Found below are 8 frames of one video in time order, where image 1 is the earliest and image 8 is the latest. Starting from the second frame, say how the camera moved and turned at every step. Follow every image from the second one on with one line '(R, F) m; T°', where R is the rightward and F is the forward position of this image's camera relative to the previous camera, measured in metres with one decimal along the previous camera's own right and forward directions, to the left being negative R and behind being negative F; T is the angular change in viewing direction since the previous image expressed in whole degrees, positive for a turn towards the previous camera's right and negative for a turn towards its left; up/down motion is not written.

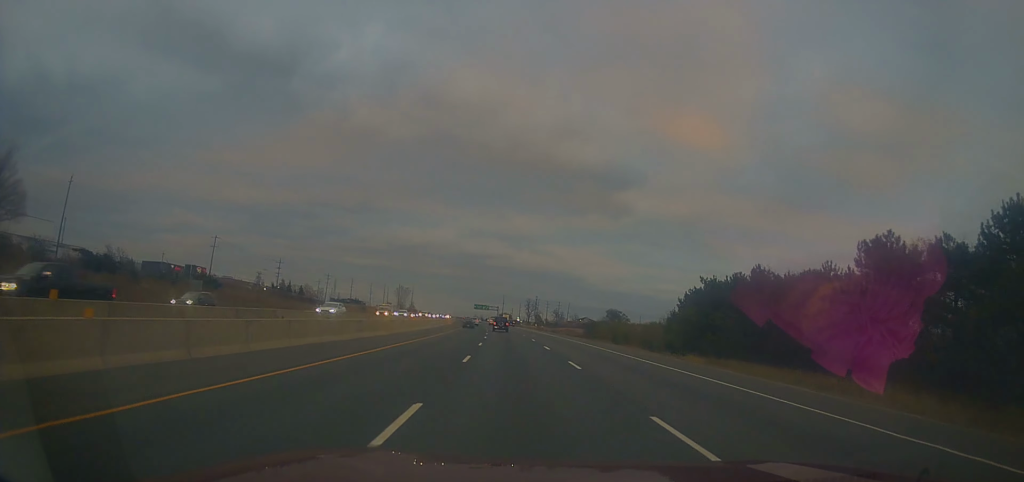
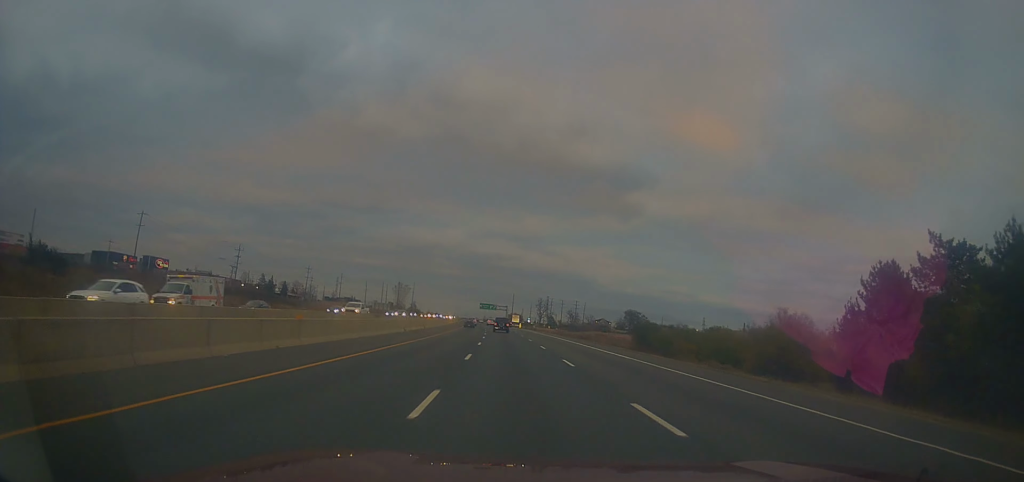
(+0.2, +34.9) m; +1°
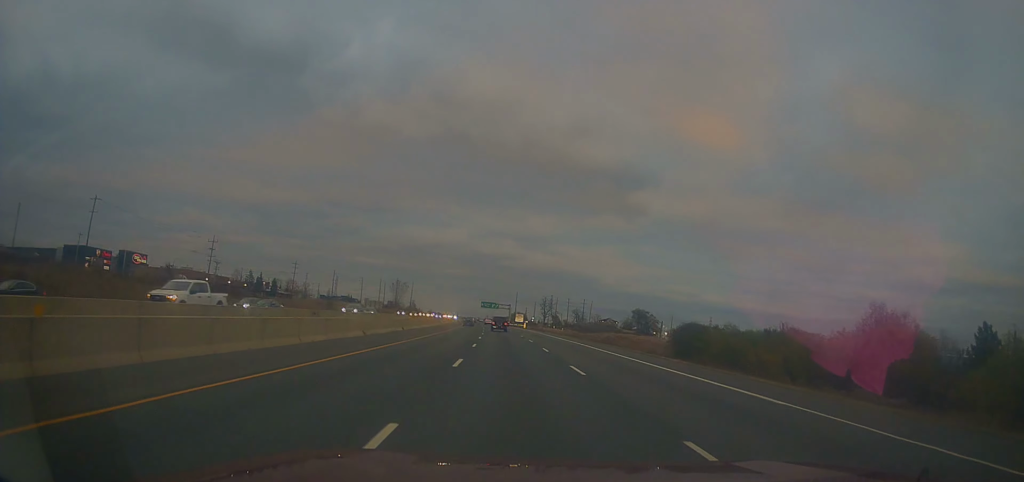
(+0.2, +15.6) m; 0°
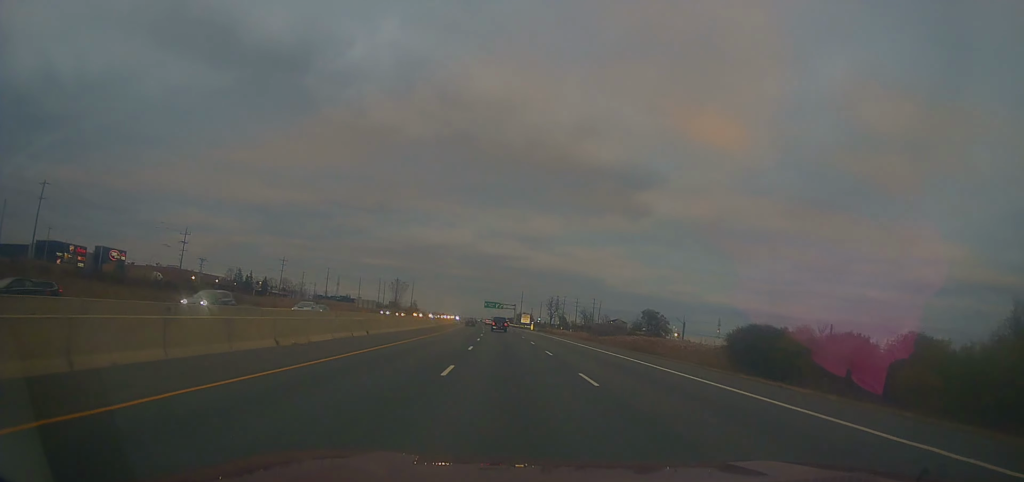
(-0.2, +14.8) m; -1°
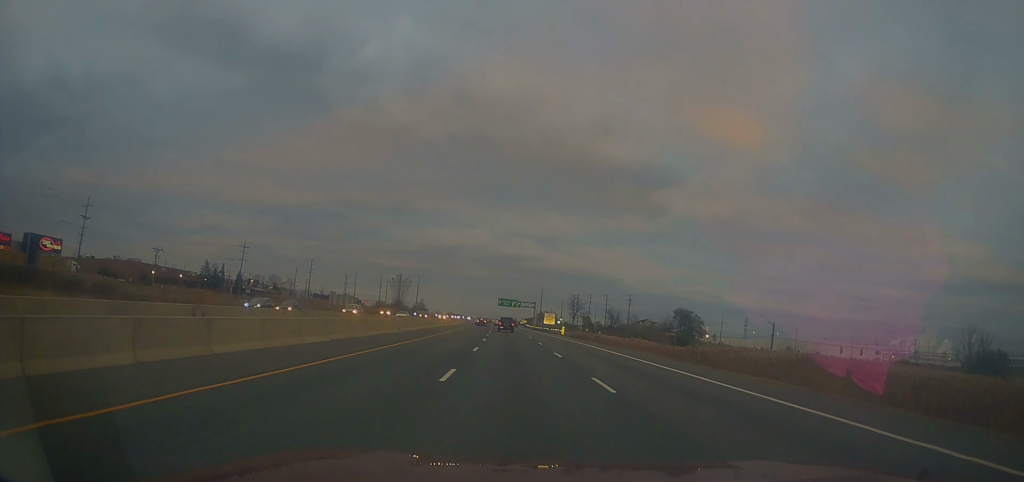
(-1.0, +38.0) m; -3°
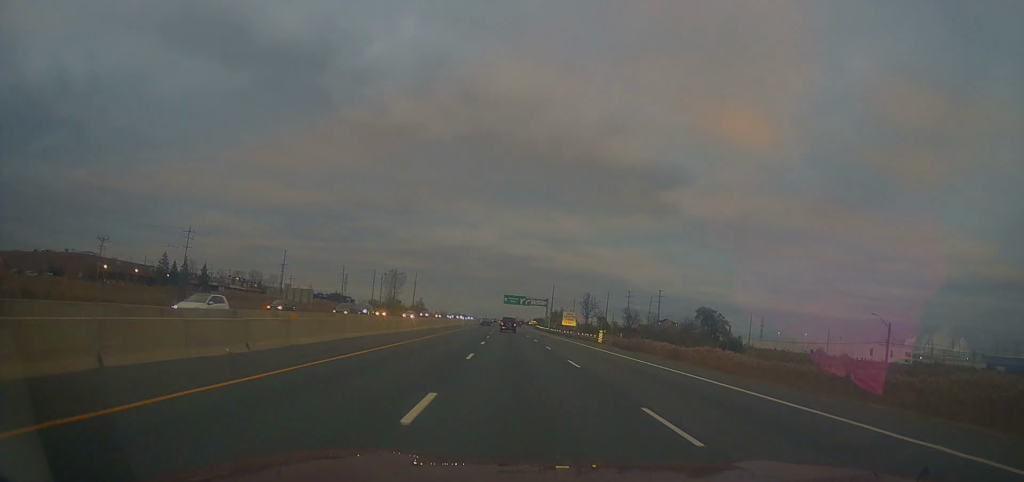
(-0.5, +29.7) m; 0°
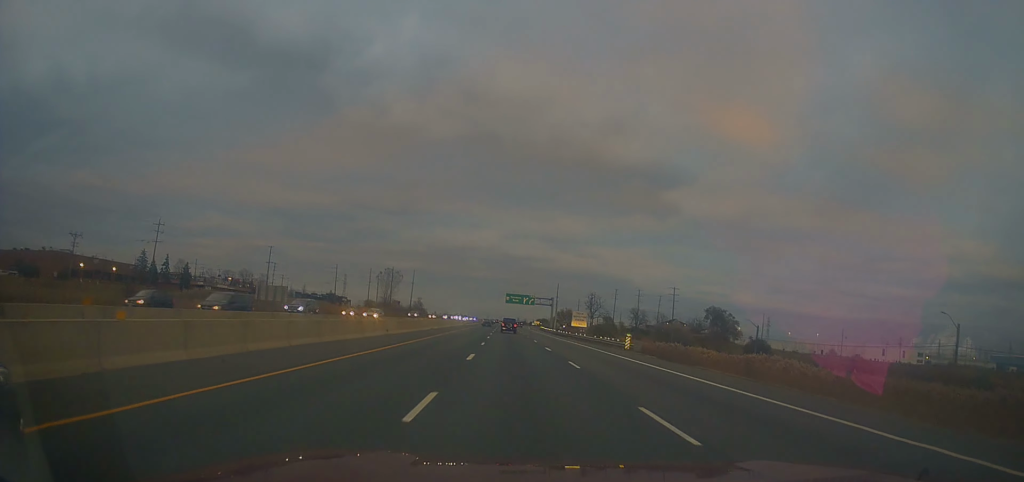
(+0.2, +12.1) m; 0°
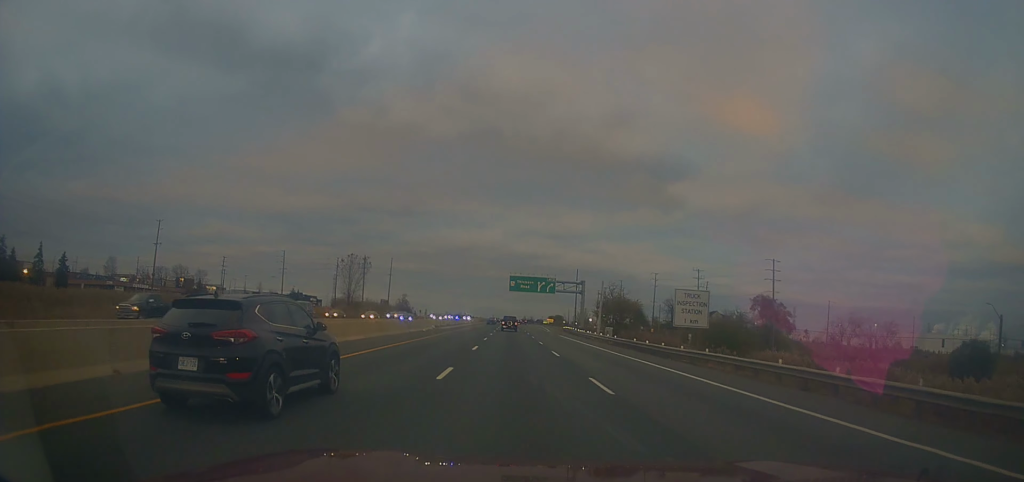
(-0.5, +55.6) m; -1°
